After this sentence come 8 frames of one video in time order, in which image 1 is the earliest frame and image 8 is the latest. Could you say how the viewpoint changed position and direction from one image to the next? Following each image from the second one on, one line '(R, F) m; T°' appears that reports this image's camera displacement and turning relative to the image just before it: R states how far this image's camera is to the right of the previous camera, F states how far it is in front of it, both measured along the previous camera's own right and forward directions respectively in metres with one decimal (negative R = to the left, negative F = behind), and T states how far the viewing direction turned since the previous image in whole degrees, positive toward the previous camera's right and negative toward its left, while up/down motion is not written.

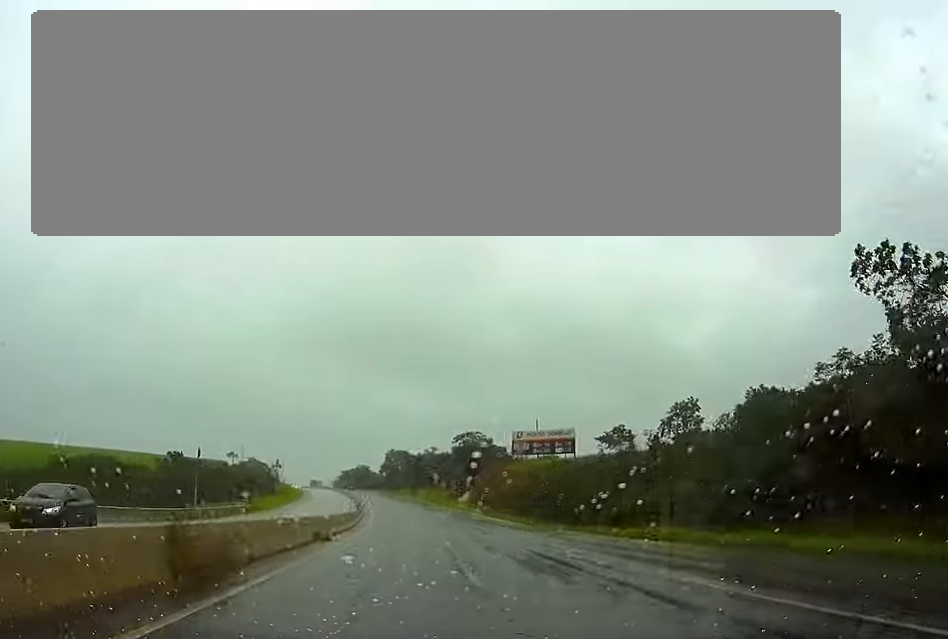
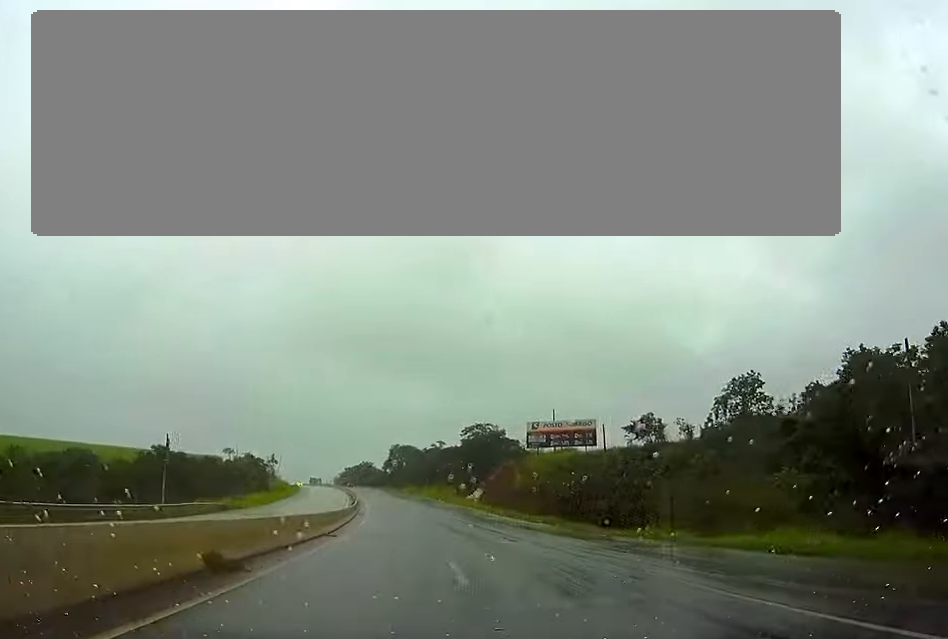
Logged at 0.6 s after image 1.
(0.0, +15.7) m; 0°
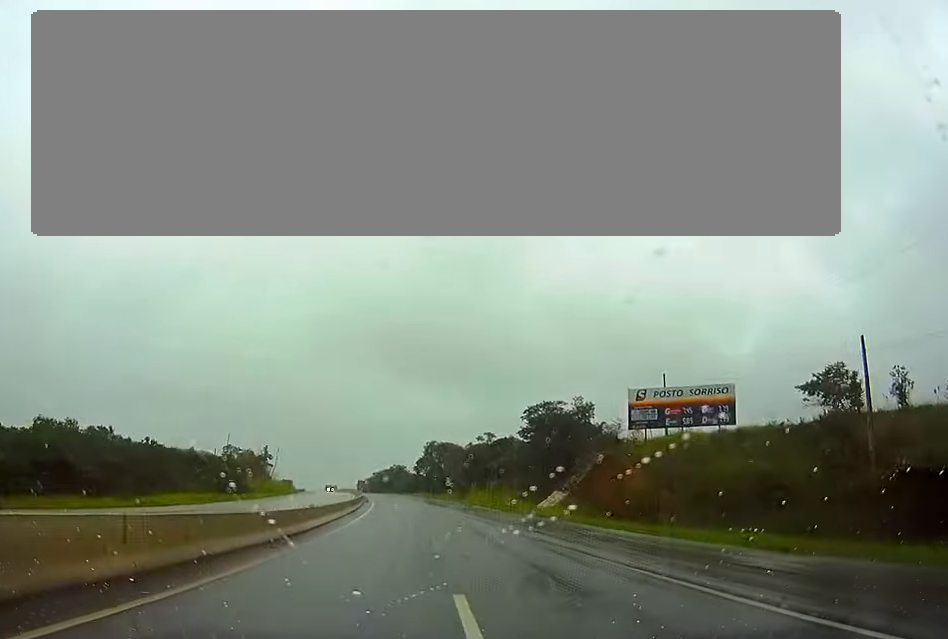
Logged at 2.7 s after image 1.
(-3.0, +53.8) m; -7°
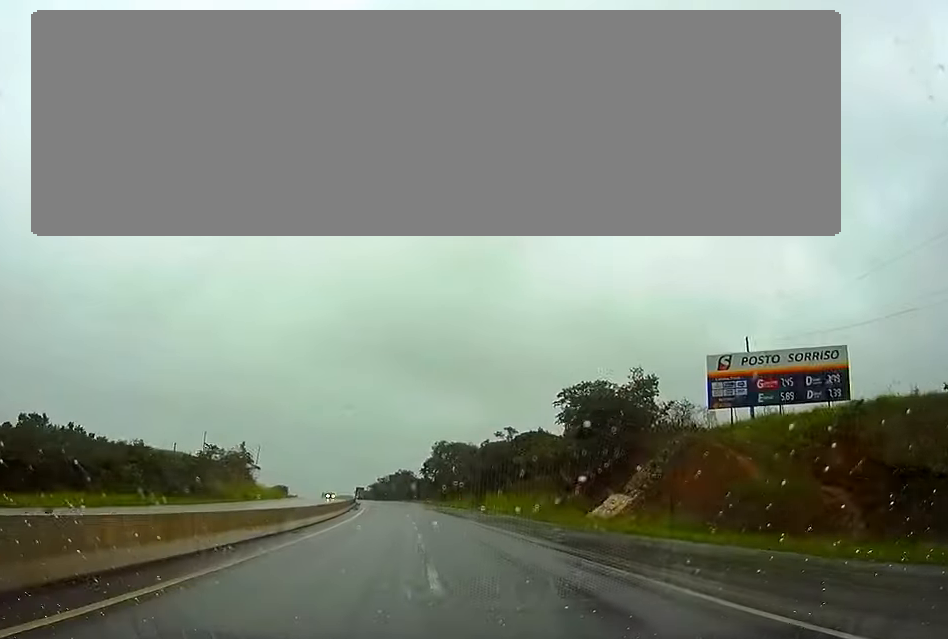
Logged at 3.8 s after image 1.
(0.0, +27.1) m; 0°
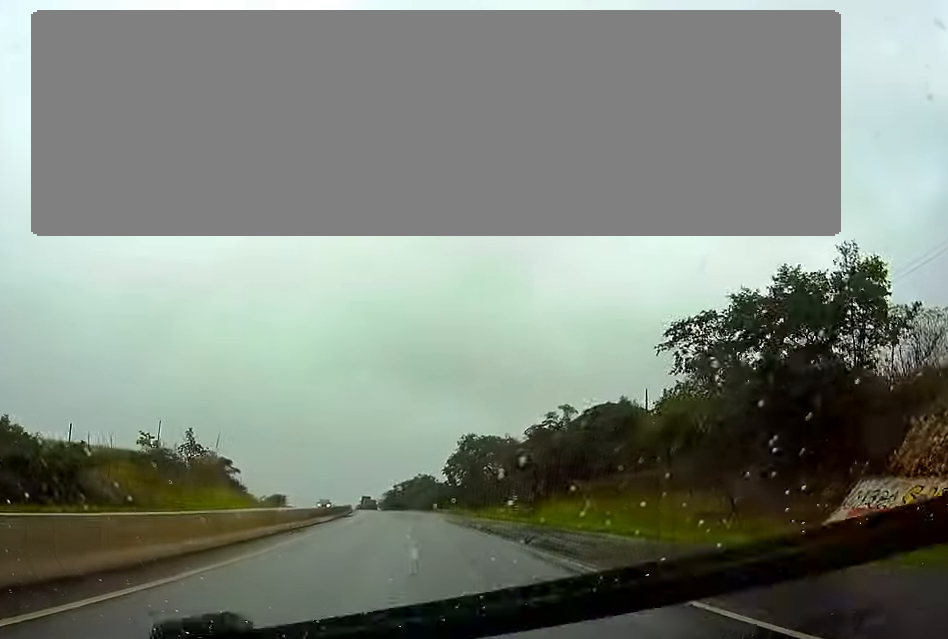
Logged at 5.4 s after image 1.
(-0.7, +40.7) m; -2°
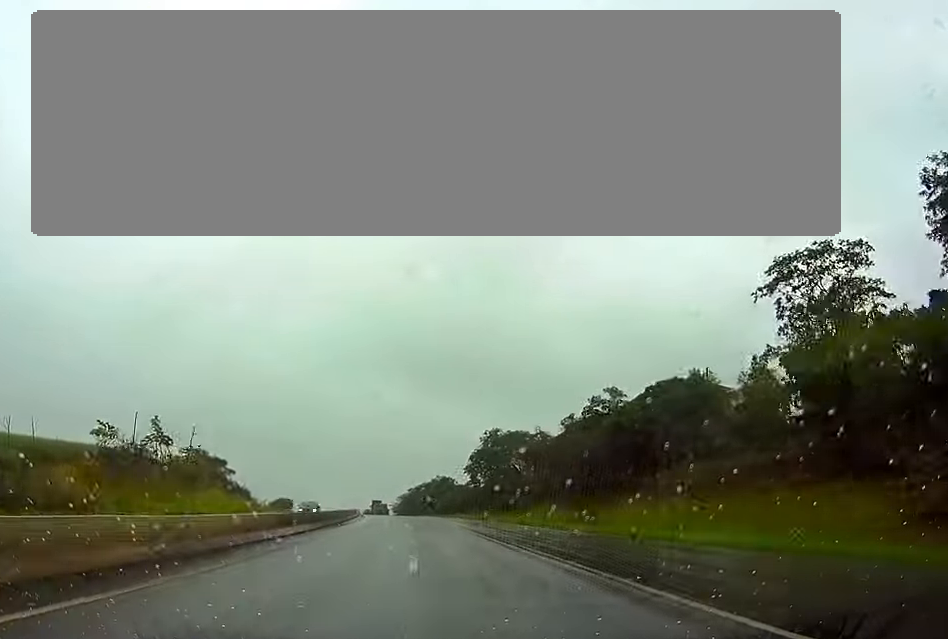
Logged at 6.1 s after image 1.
(-0.1, +17.9) m; -1°
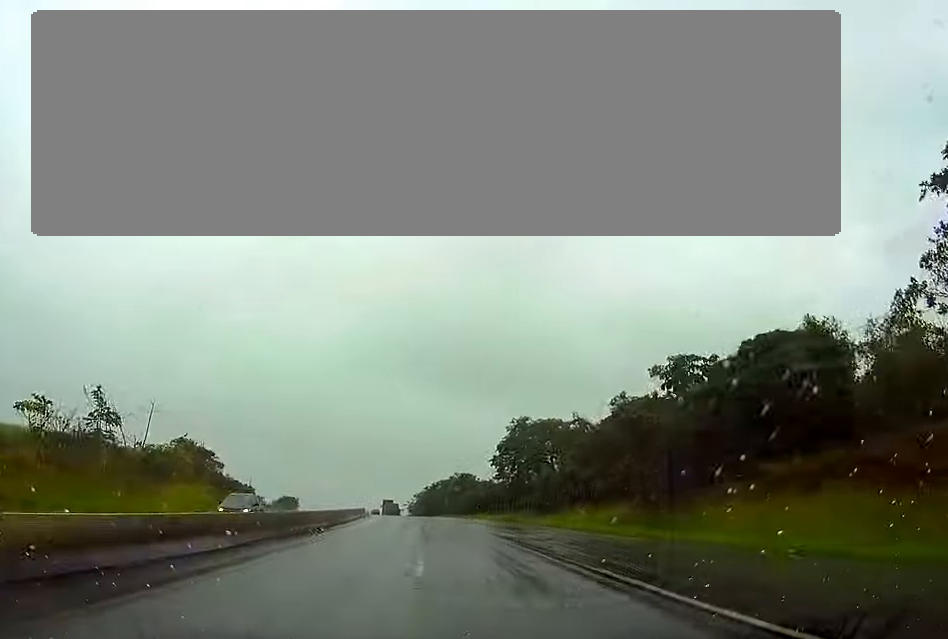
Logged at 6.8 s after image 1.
(0.0, +18.0) m; -1°
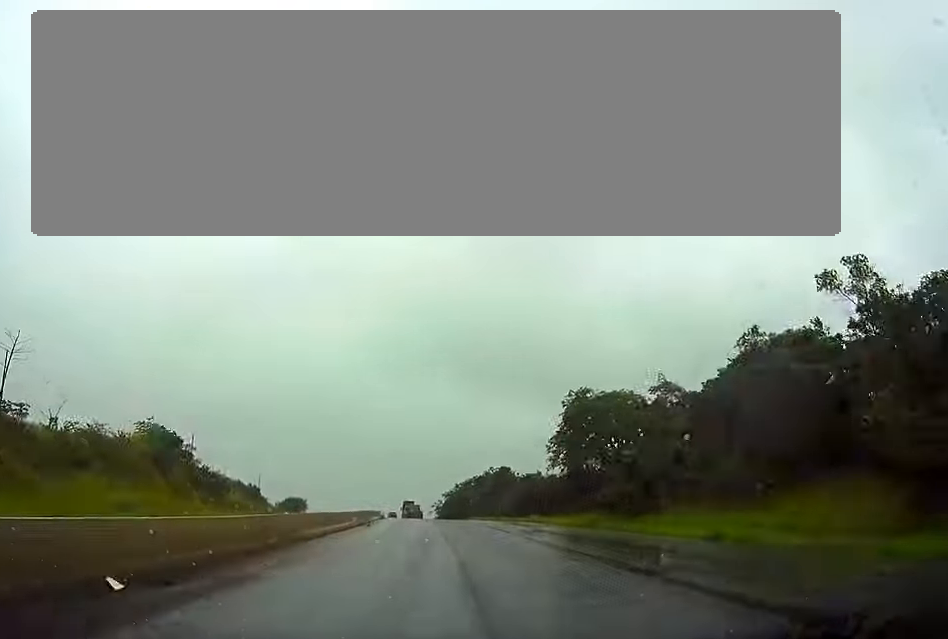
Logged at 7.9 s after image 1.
(-0.7, +28.2) m; -2°
